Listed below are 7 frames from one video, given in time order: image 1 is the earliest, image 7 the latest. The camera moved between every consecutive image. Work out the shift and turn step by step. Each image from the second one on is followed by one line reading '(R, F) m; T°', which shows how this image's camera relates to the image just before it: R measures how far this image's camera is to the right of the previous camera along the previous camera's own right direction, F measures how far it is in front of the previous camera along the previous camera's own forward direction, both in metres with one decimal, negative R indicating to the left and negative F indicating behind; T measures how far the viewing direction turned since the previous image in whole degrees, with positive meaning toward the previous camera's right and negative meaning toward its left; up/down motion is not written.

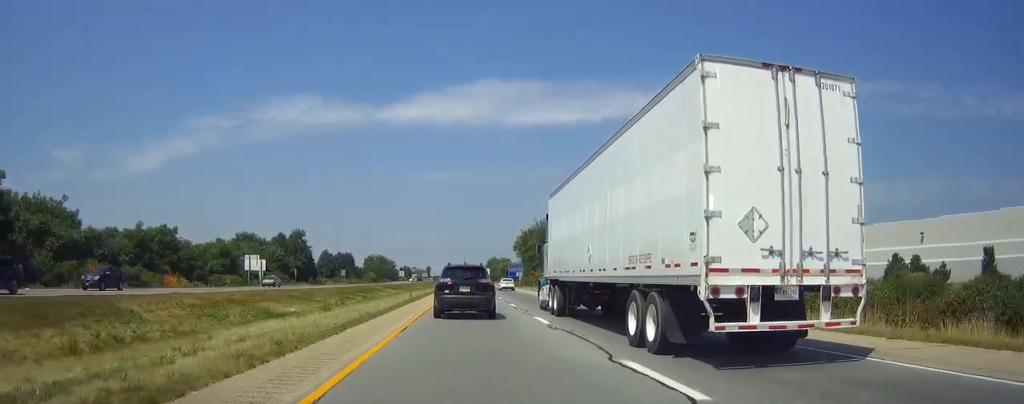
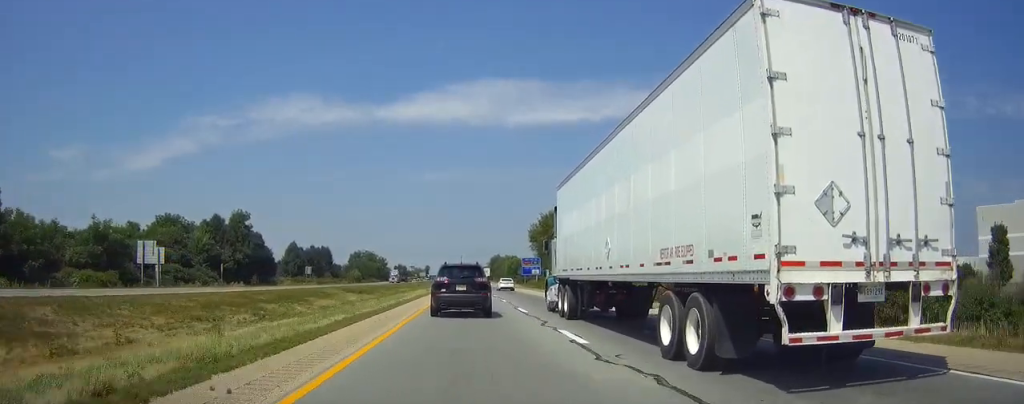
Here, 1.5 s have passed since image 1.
(0.0, +42.4) m; 0°
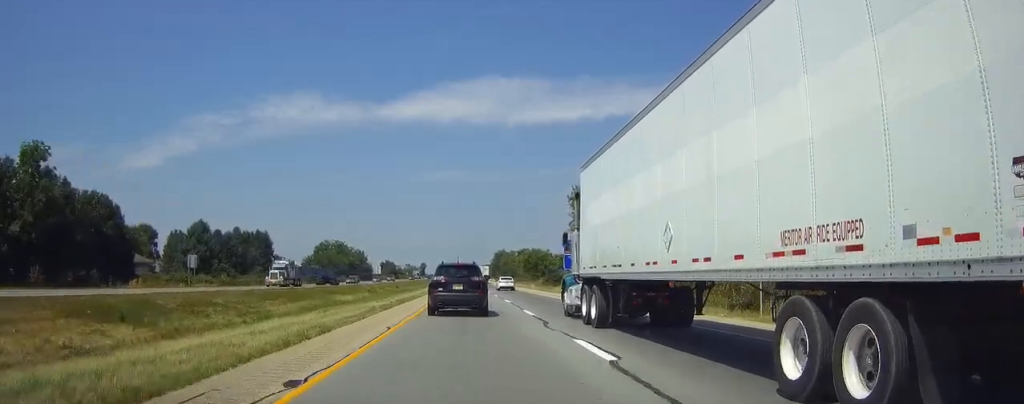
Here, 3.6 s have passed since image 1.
(0.0, +63.3) m; 0°
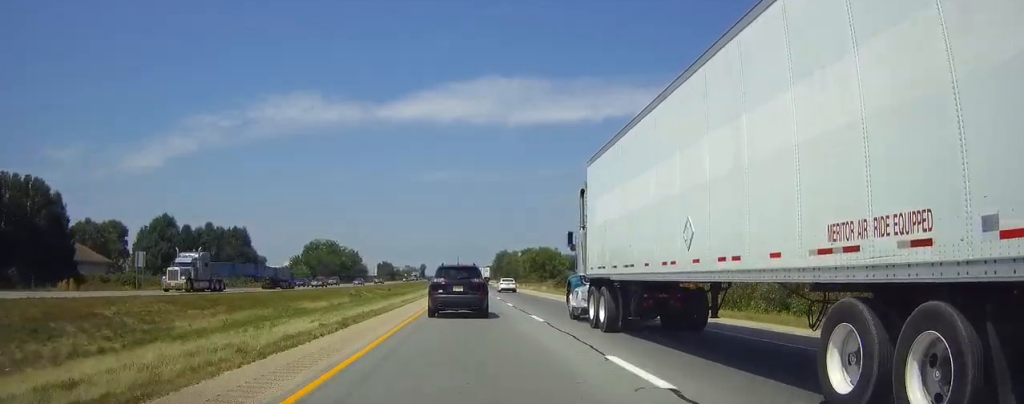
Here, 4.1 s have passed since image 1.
(0.0, +14.7) m; 0°
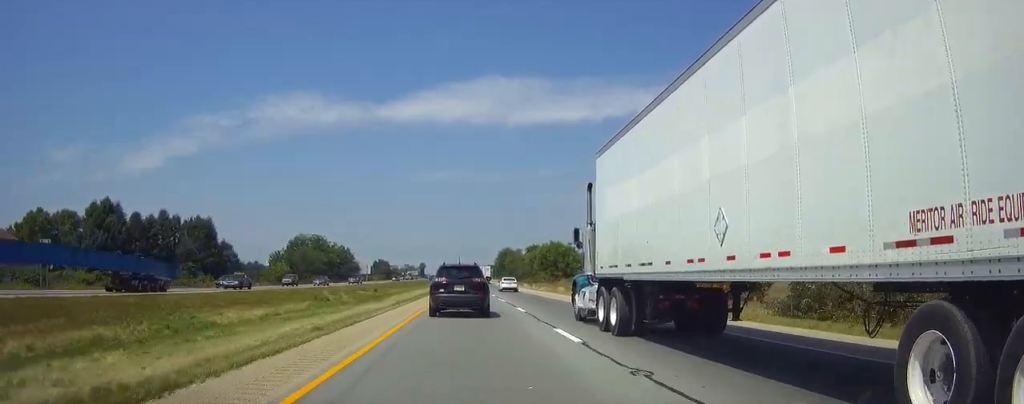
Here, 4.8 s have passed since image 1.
(0.0, +18.7) m; 0°
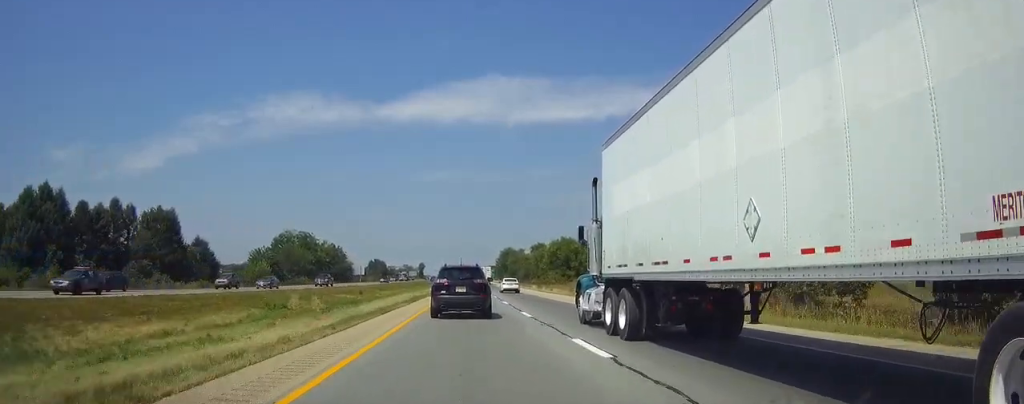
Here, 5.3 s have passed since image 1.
(0.0, +14.8) m; 0°
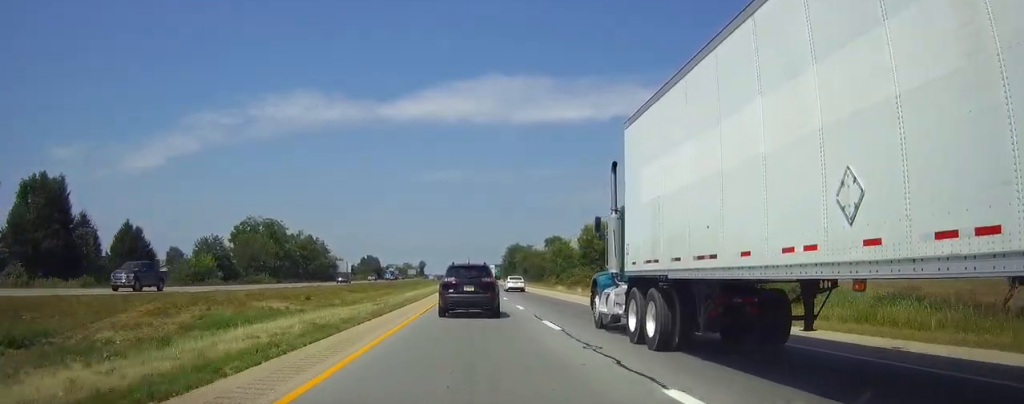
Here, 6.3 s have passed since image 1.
(-0.2, +30.7) m; -1°
